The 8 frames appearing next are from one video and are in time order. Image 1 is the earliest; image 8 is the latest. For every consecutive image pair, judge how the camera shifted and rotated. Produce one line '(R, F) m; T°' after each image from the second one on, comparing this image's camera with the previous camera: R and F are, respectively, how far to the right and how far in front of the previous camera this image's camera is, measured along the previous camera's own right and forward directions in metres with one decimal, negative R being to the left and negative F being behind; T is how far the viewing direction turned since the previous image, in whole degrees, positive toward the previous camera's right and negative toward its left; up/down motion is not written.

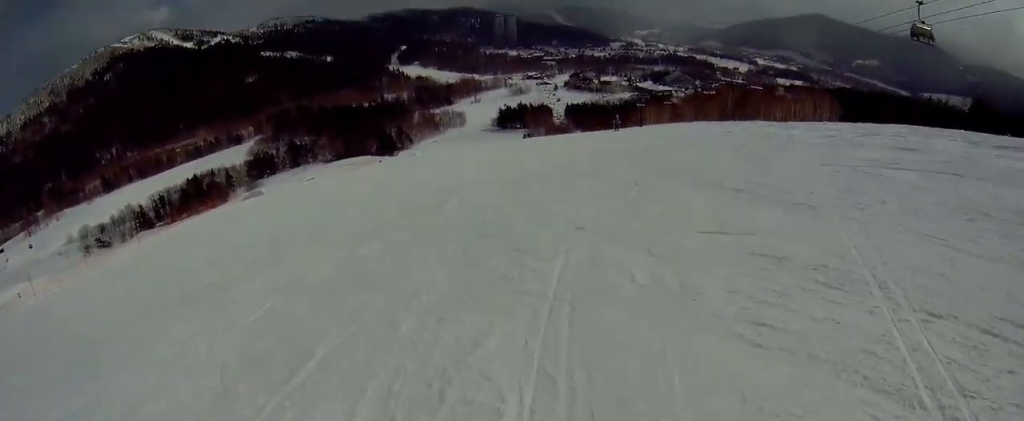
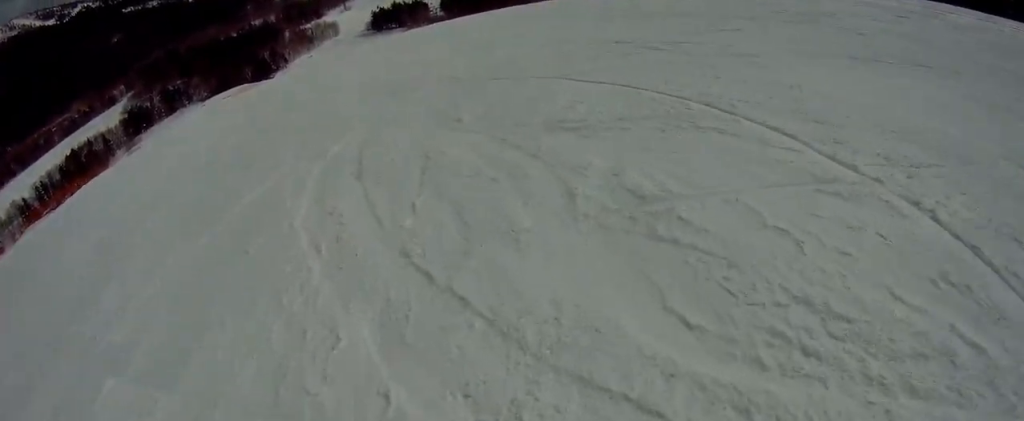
(+3.5, +10.7) m; +34°
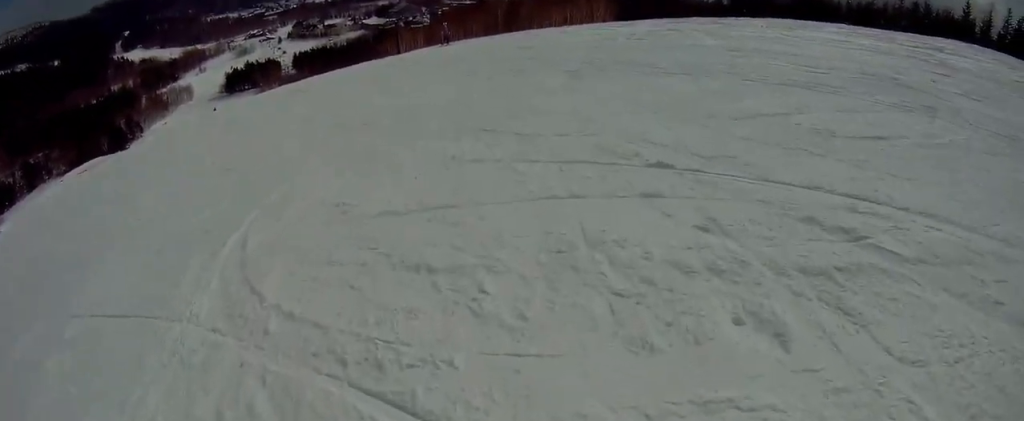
(+0.9, +6.2) m; +15°
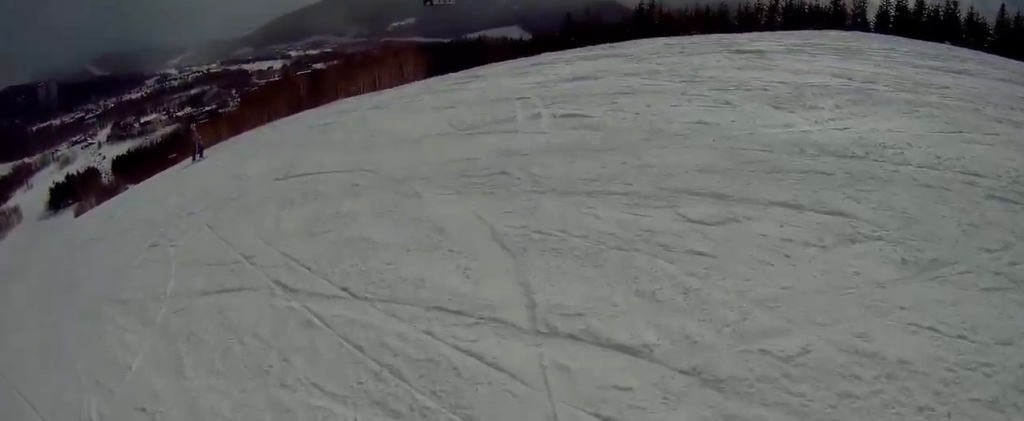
(+2.9, +8.0) m; +25°
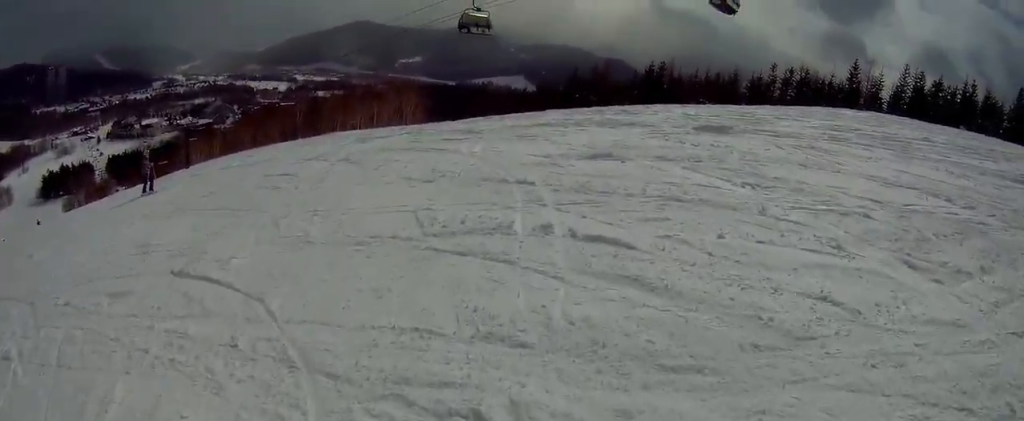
(-0.3, +1.5) m; -5°
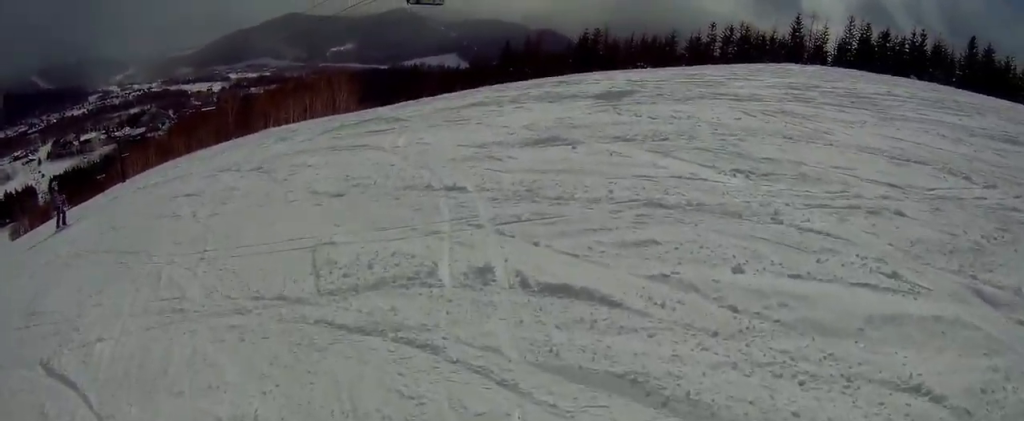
(-0.8, +0.8) m; -2°
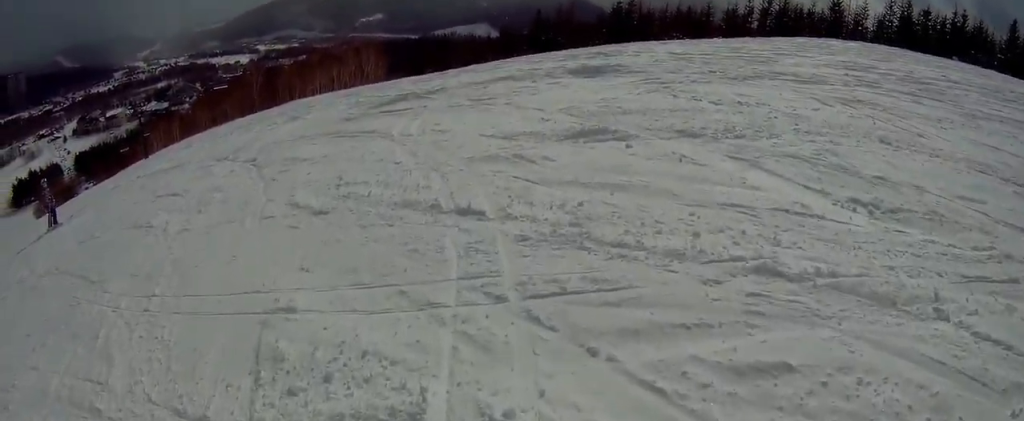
(+0.7, +1.3) m; -2°
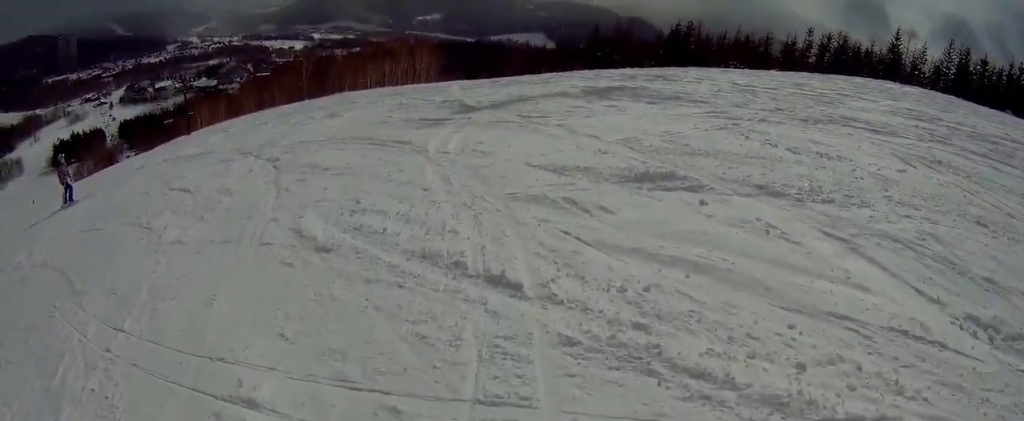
(+0.7, +0.9) m; -1°
